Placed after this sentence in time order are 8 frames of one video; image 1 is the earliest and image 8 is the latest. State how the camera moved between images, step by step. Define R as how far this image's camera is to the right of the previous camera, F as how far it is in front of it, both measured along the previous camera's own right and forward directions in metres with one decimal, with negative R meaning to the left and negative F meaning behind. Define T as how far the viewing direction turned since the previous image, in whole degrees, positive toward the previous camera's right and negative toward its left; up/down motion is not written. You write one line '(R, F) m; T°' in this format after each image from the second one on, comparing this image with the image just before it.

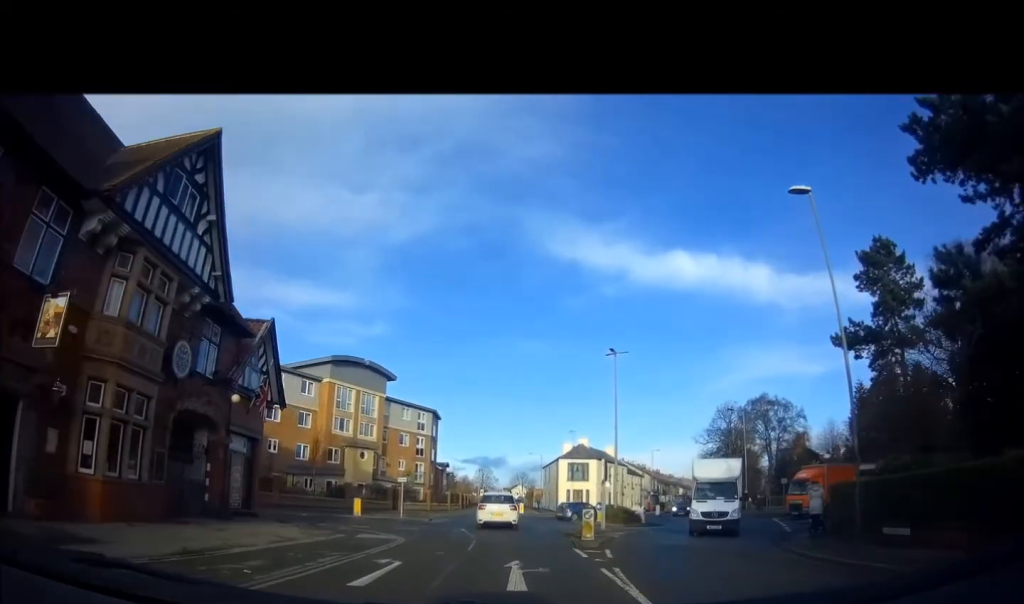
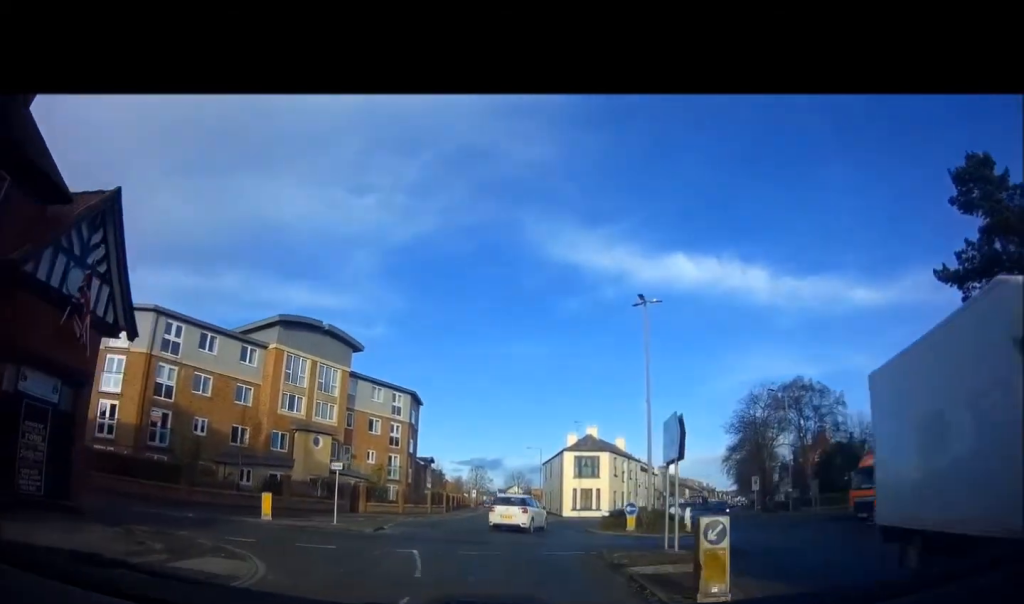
(-0.1, +10.8) m; 0°
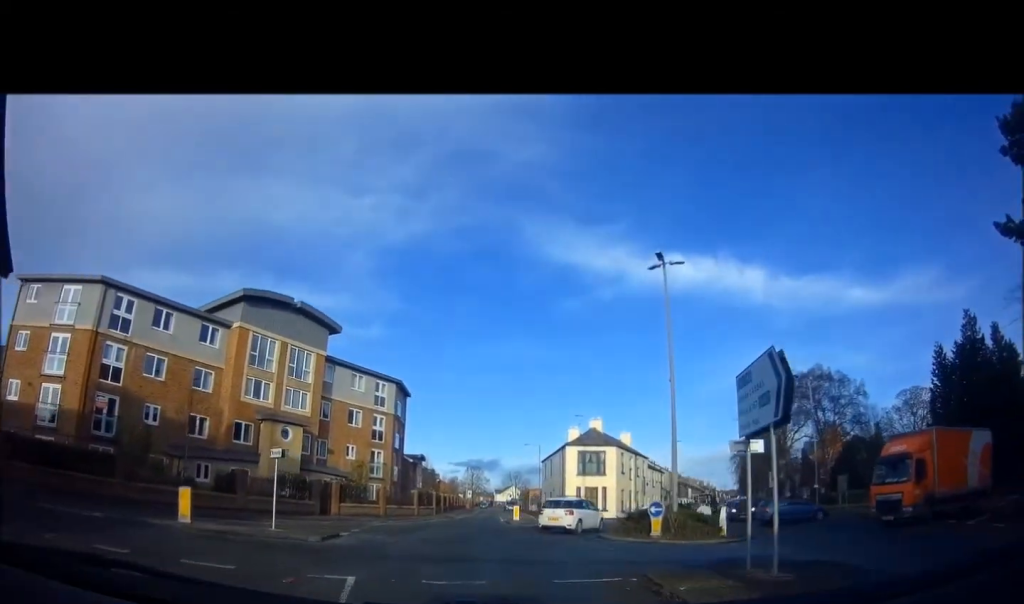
(0.0, +5.2) m; +2°
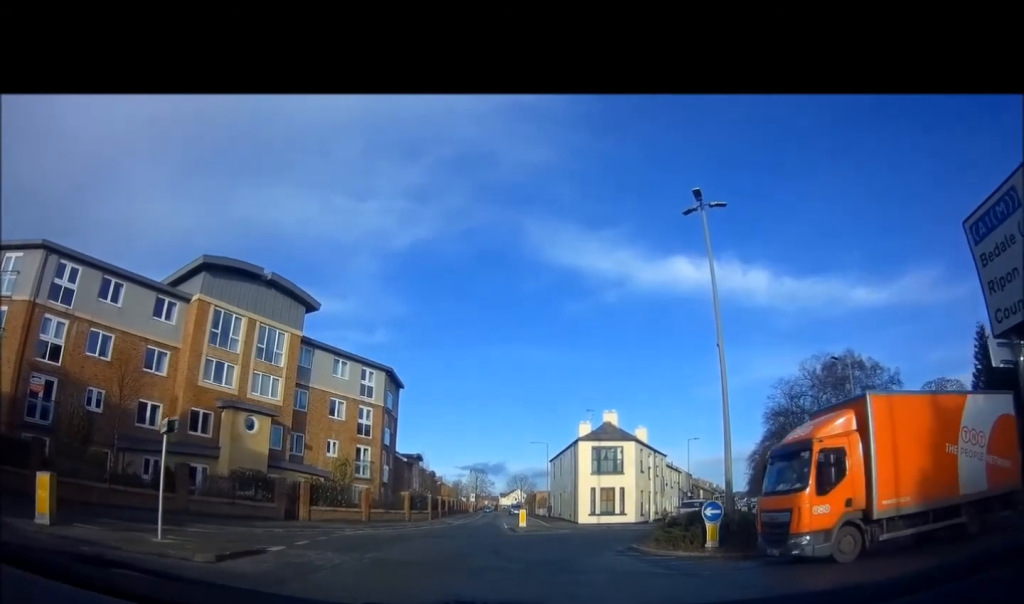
(+0.2, +6.2) m; 0°
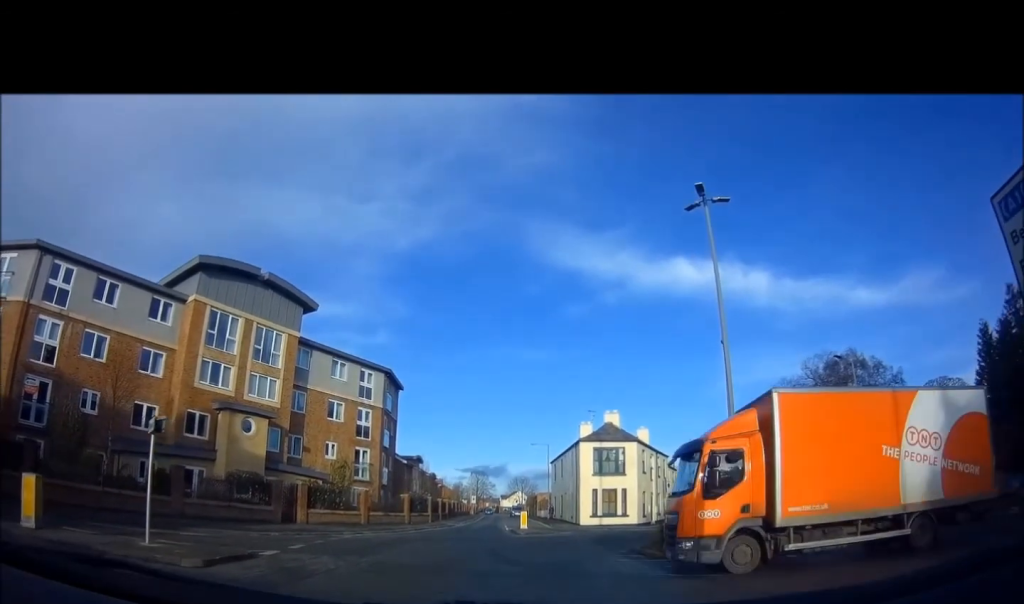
(-0.1, +0.7) m; 0°
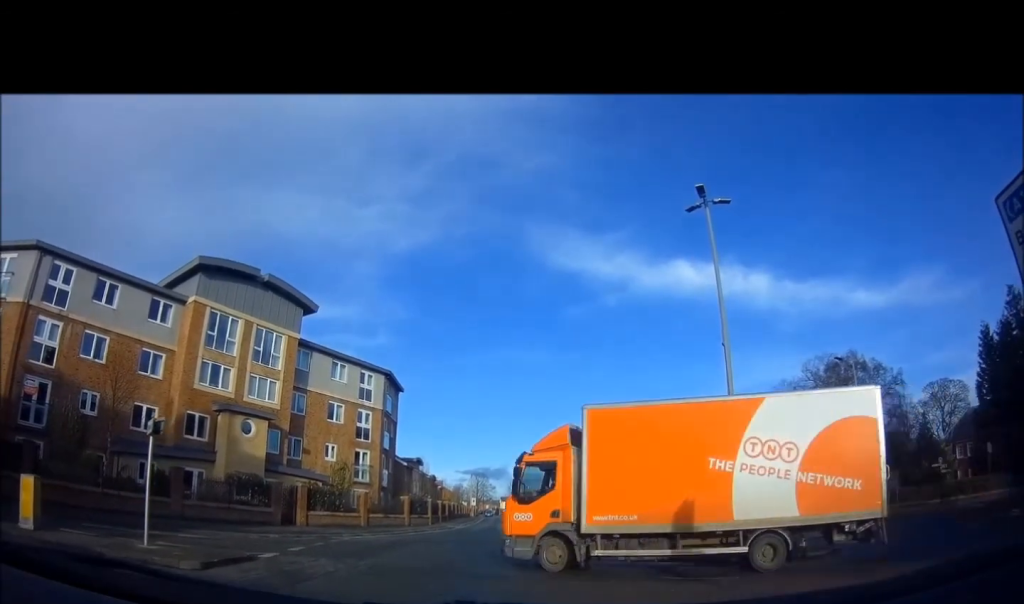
(0.0, +0.5) m; 0°
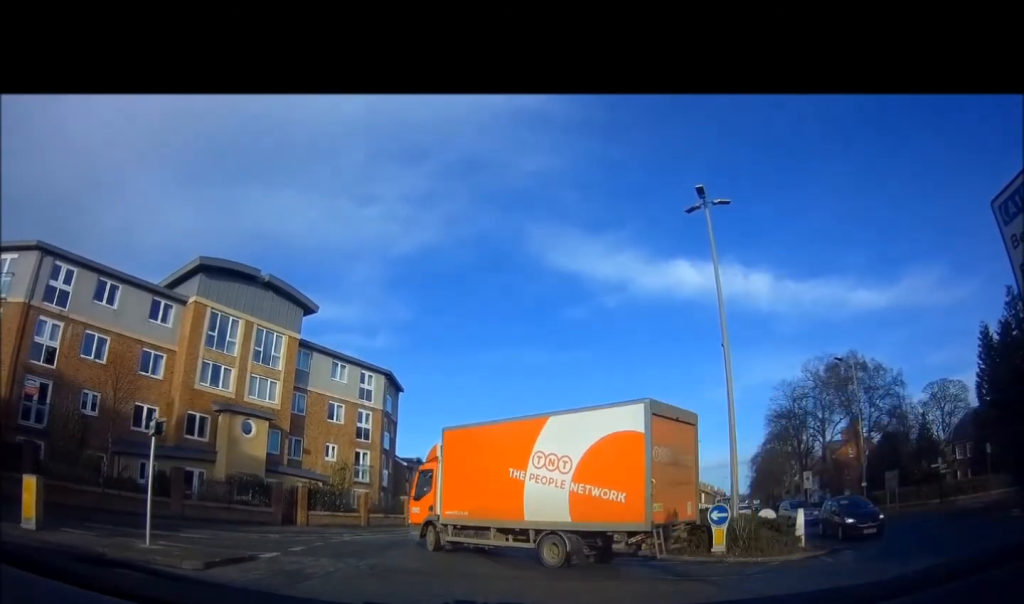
(0.0, +0.1) m; 0°
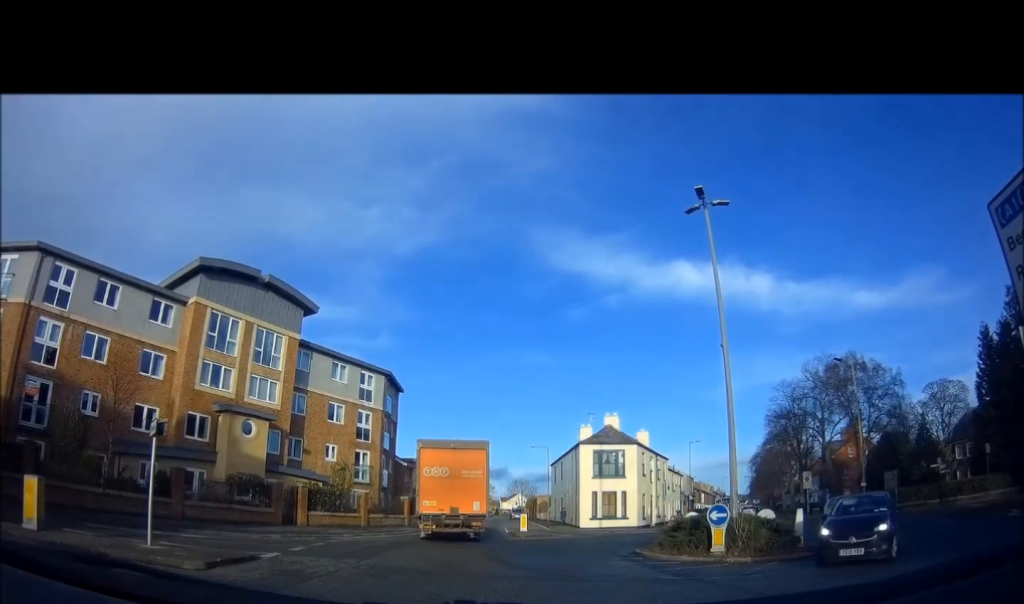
(0.0, 0.0) m; 0°
